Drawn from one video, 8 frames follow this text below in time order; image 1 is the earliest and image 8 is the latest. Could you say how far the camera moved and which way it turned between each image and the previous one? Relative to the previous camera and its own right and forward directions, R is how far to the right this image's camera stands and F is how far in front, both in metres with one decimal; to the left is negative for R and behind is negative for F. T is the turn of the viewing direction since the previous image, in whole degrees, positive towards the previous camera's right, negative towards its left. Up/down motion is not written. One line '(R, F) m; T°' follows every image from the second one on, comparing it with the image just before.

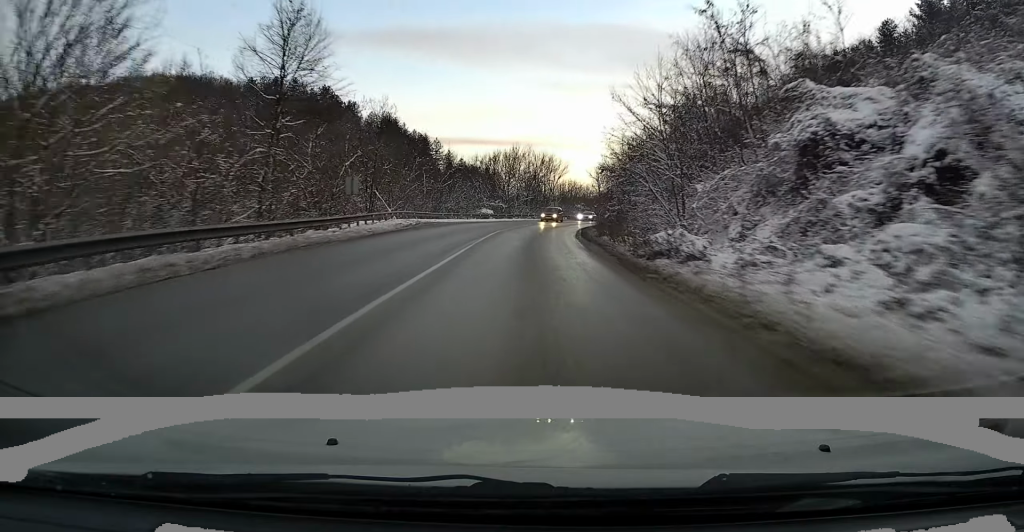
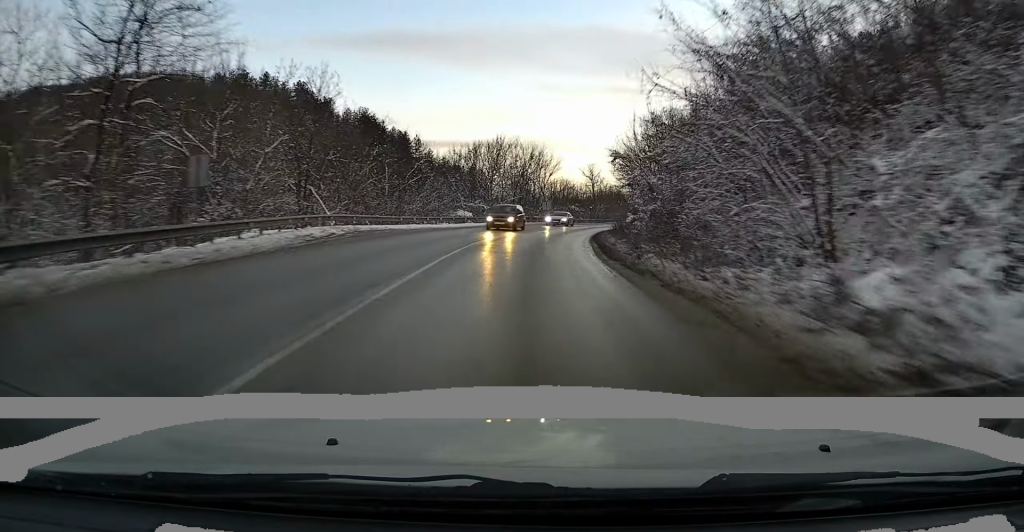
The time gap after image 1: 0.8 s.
(0.0, +13.3) m; +1°
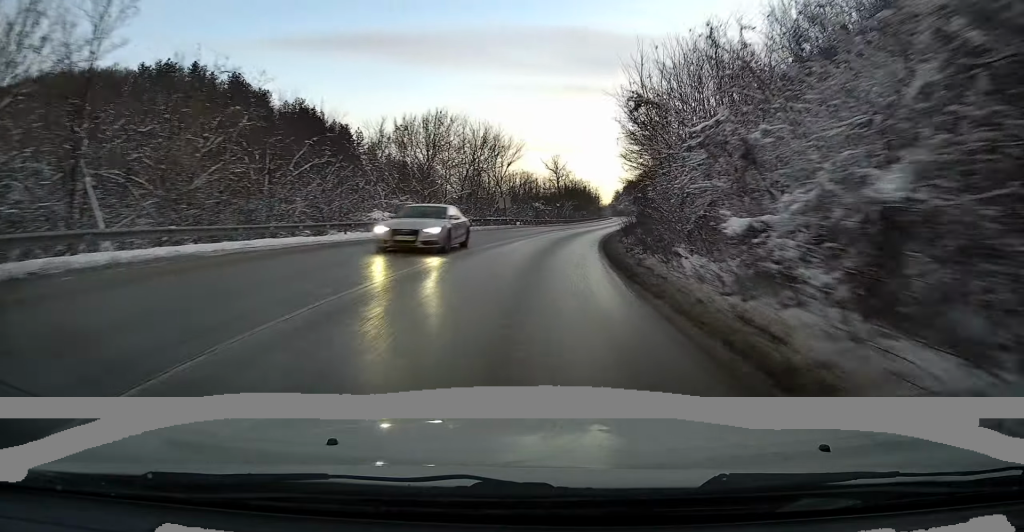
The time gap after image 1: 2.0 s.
(+0.6, +18.5) m; +4°
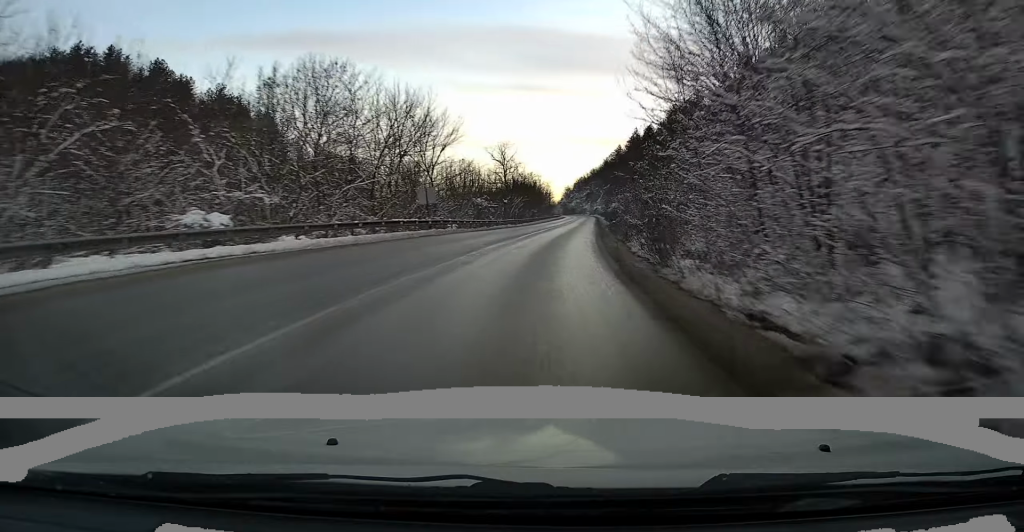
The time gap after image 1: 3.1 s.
(+0.5, +16.9) m; +4°
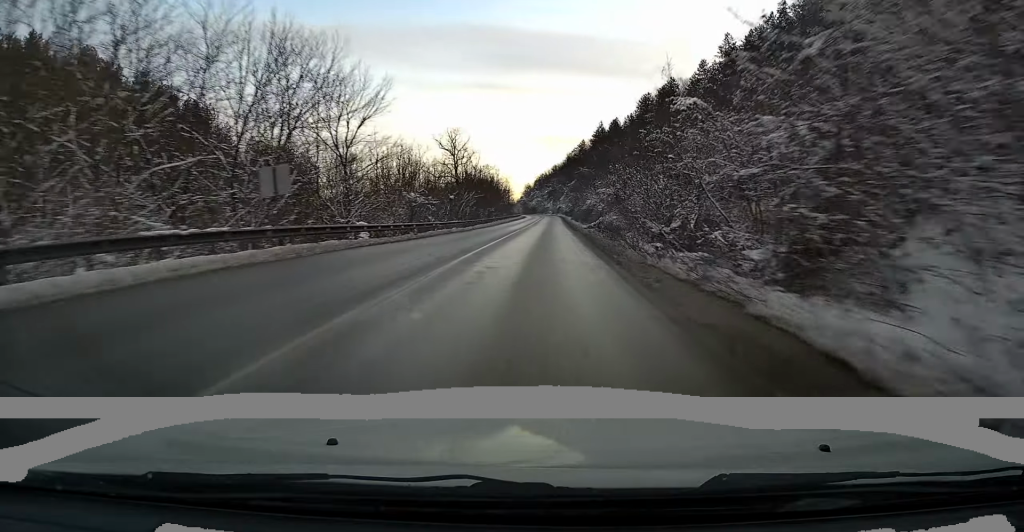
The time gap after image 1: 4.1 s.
(+0.6, +16.3) m; +3°
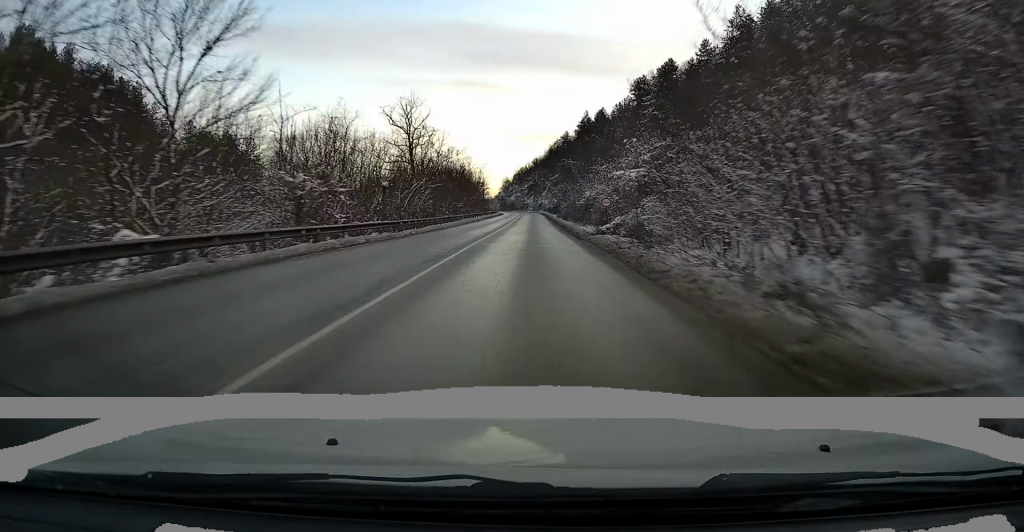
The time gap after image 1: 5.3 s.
(+0.4, +19.0) m; +2°
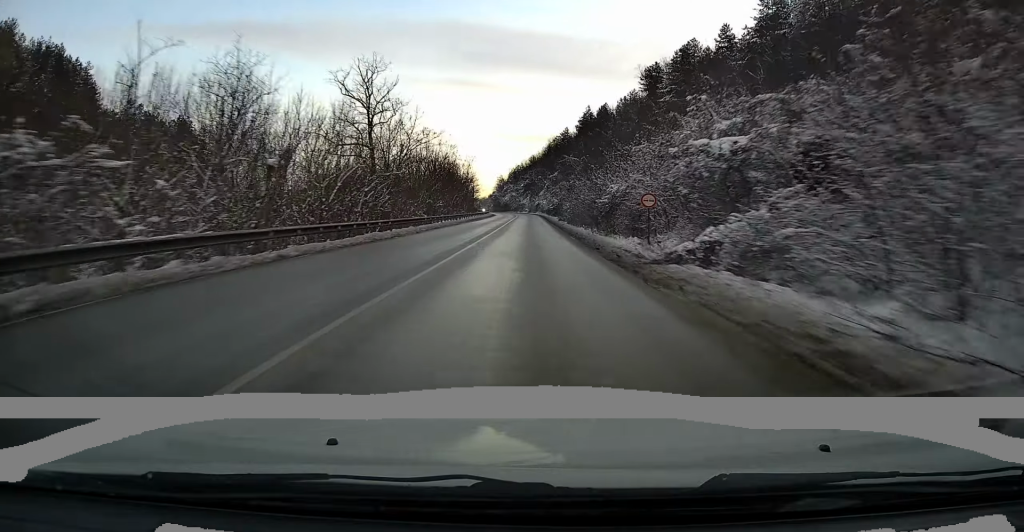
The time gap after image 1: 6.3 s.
(+0.1, +15.8) m; 0°
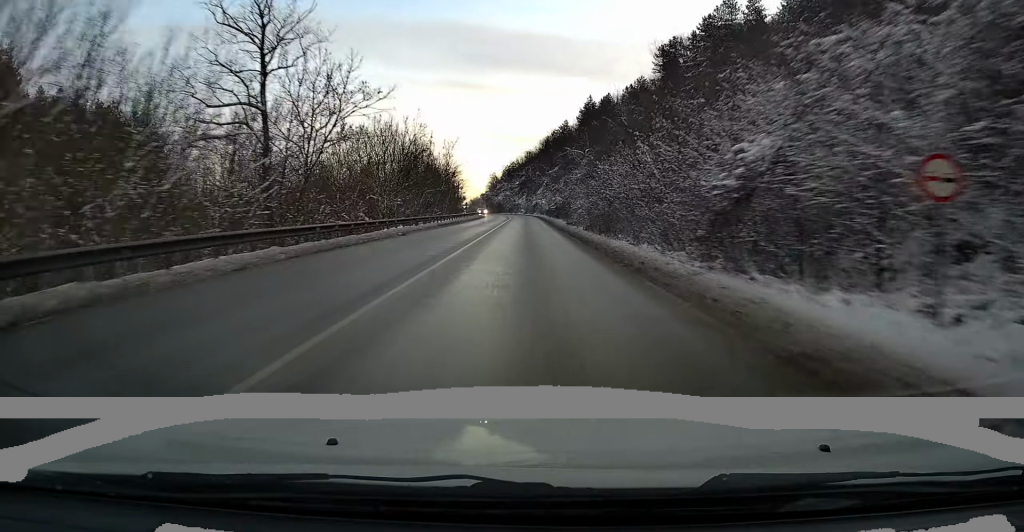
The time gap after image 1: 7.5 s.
(0.0, +19.9) m; 0°
